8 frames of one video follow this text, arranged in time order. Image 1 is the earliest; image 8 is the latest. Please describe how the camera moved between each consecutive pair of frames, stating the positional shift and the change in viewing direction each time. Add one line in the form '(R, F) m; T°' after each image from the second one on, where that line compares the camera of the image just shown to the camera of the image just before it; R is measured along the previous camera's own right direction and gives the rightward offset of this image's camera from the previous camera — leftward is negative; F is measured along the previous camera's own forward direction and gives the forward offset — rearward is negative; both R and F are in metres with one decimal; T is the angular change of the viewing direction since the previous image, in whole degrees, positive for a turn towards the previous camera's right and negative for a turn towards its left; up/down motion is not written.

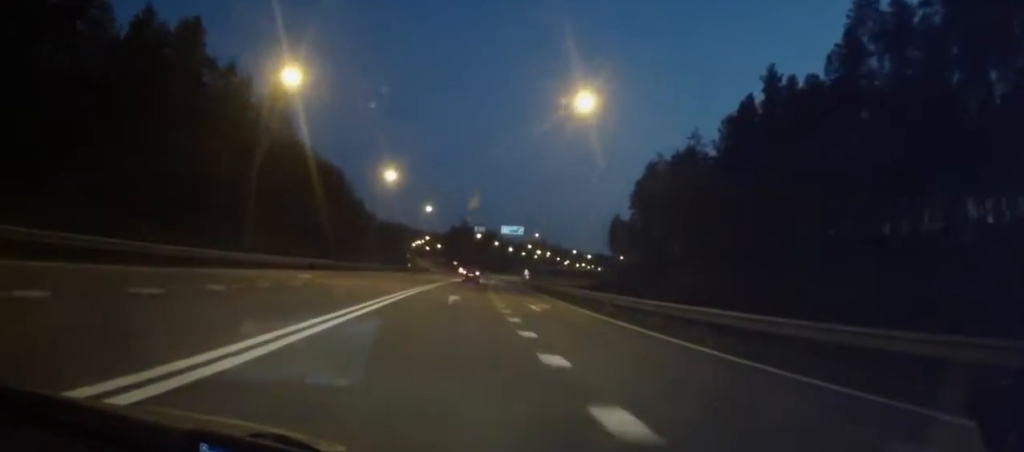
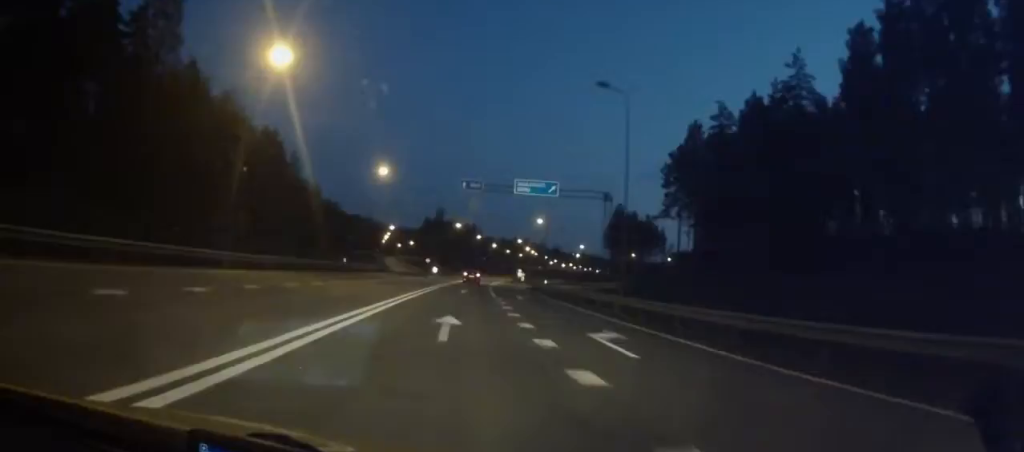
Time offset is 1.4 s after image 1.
(+0.9, +36.9) m; +2°
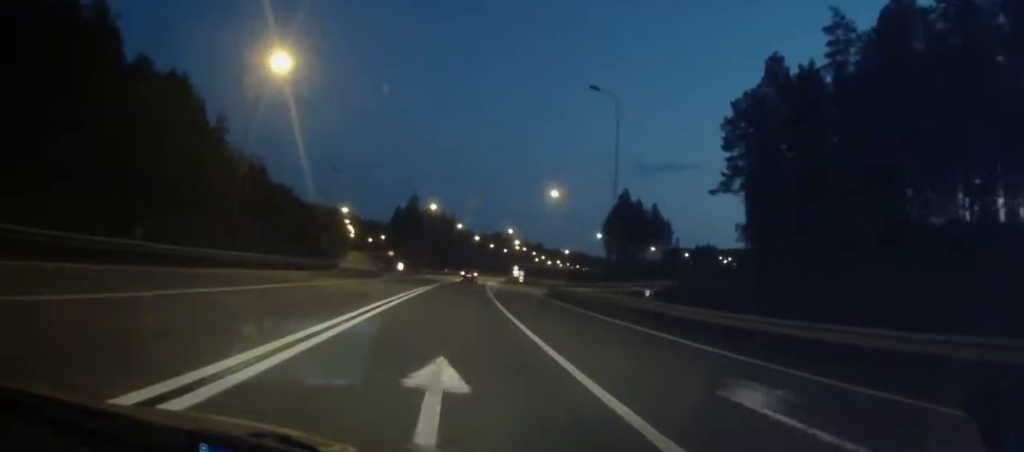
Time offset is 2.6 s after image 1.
(+0.1, +32.8) m; +1°
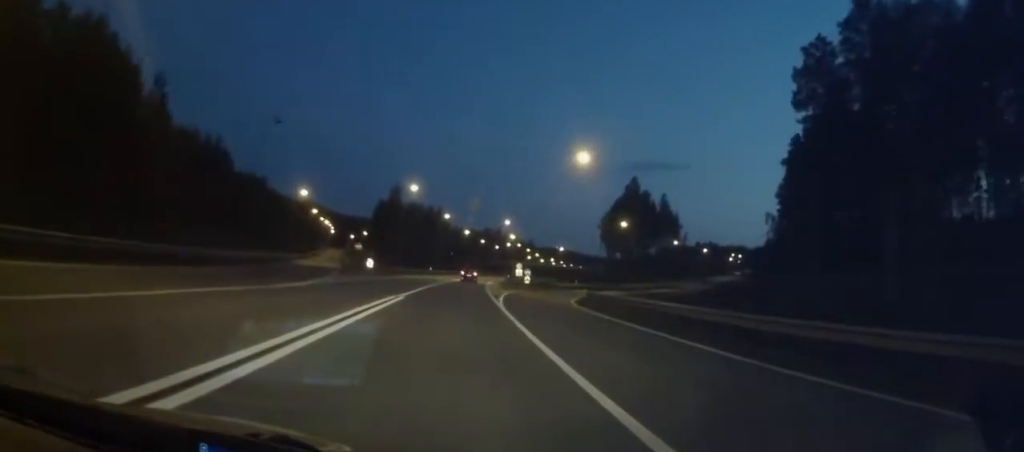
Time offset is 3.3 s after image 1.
(+0.2, +20.1) m; +1°
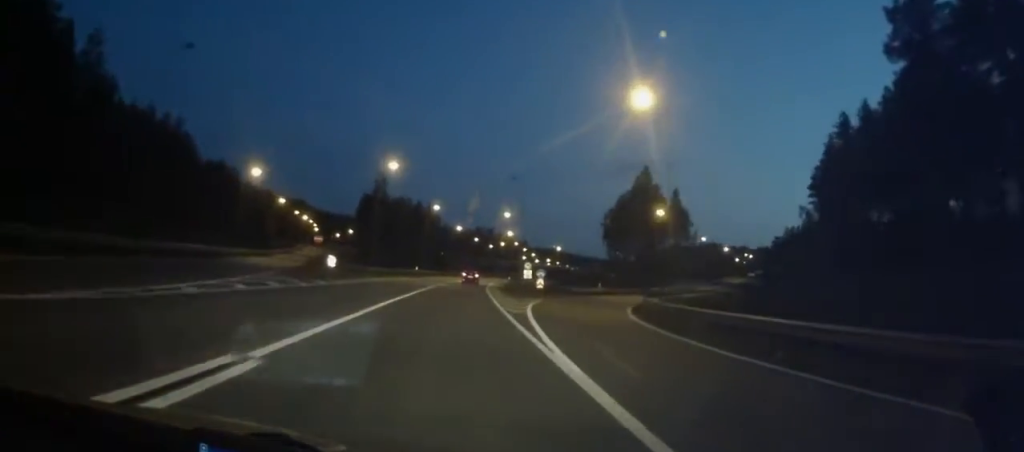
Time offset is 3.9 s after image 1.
(+0.1, +16.4) m; +1°
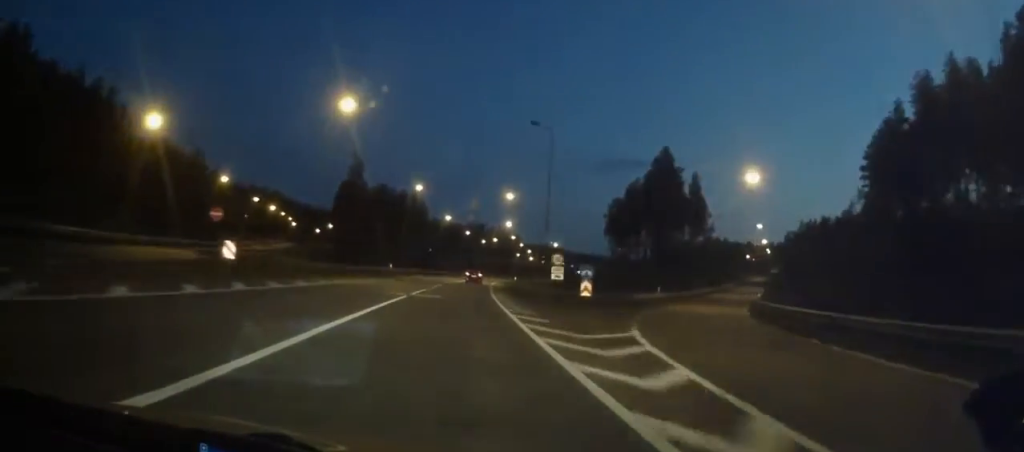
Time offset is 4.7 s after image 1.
(+0.2, +21.0) m; +1°
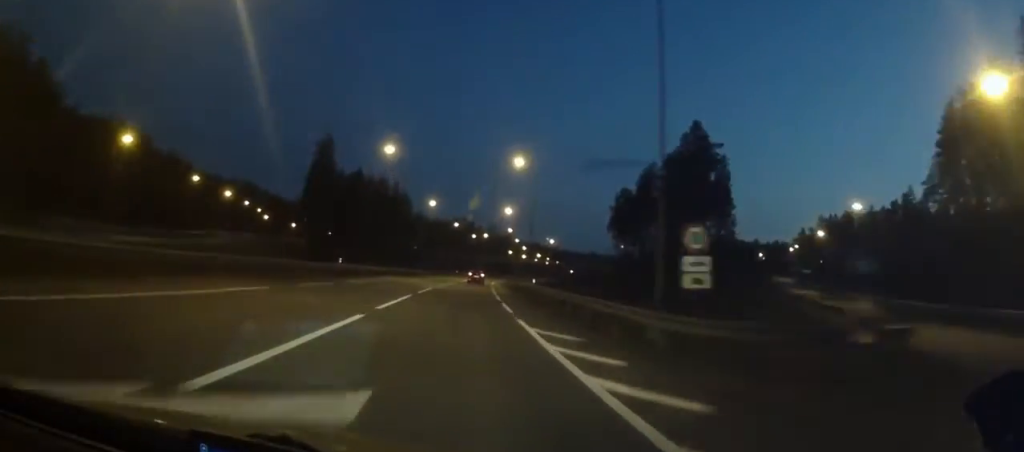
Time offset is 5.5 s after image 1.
(+0.2, +21.8) m; +1°
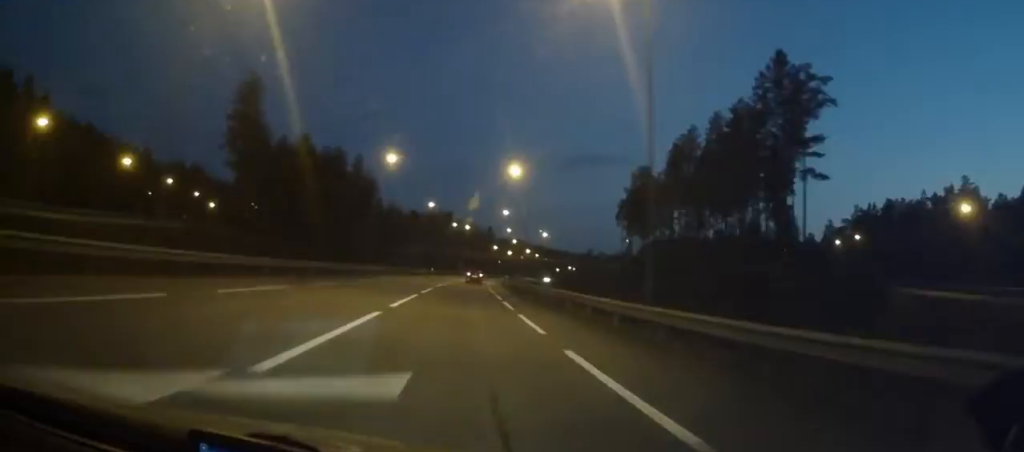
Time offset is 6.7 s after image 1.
(+0.4, +33.8) m; +2°
